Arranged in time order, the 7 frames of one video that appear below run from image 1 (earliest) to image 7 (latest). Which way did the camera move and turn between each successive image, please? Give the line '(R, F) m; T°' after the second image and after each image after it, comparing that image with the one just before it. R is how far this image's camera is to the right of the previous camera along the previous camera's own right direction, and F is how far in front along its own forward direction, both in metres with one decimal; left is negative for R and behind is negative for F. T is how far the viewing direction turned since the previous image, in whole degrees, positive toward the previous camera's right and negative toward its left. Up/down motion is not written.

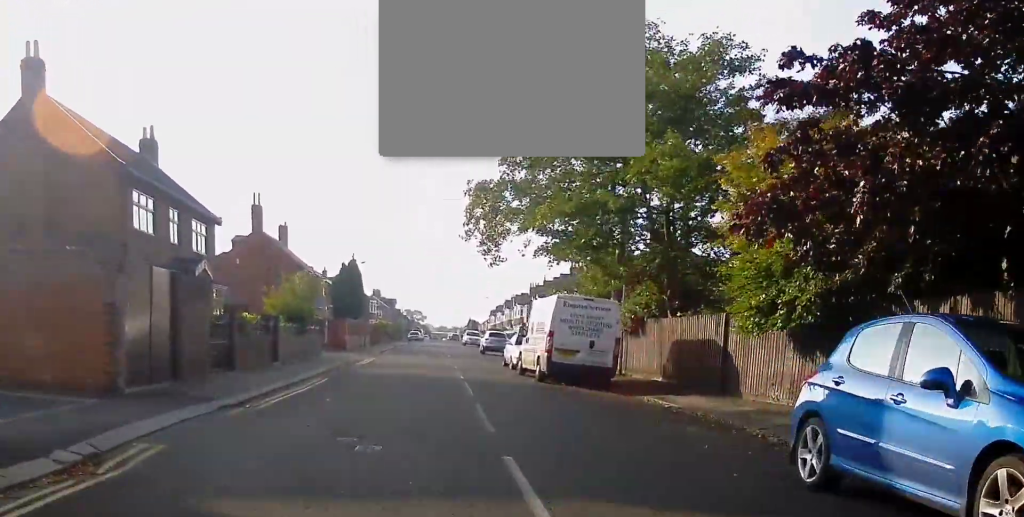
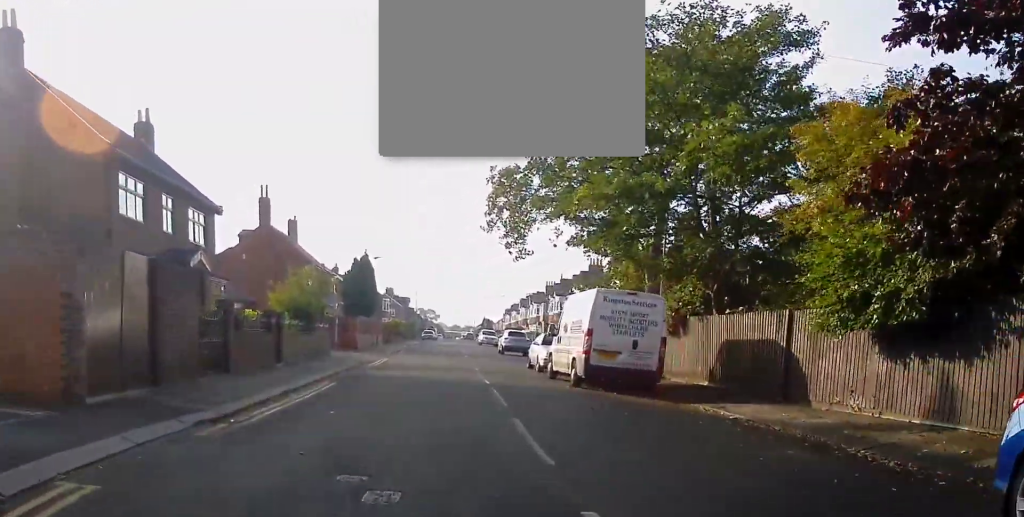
(-0.2, +2.5) m; -1°
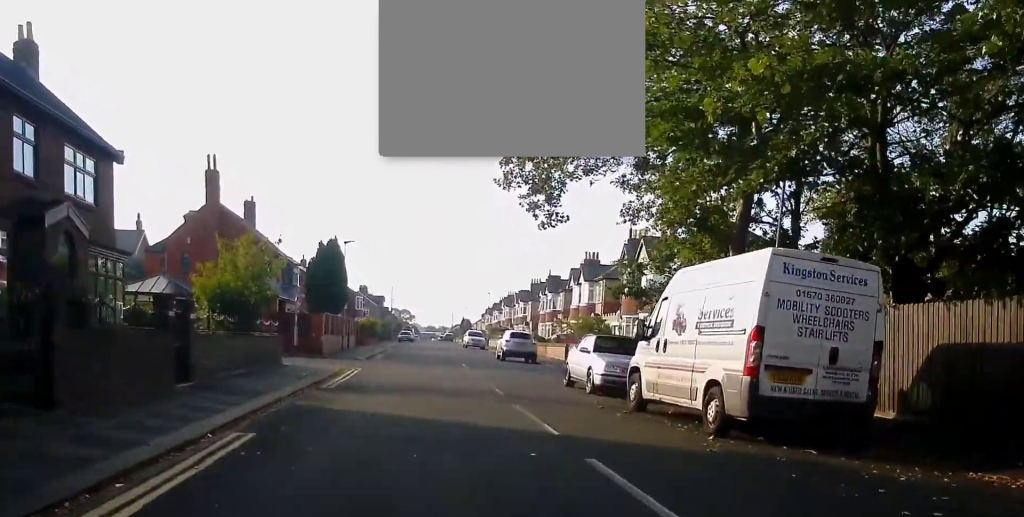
(-0.1, +9.3) m; +4°
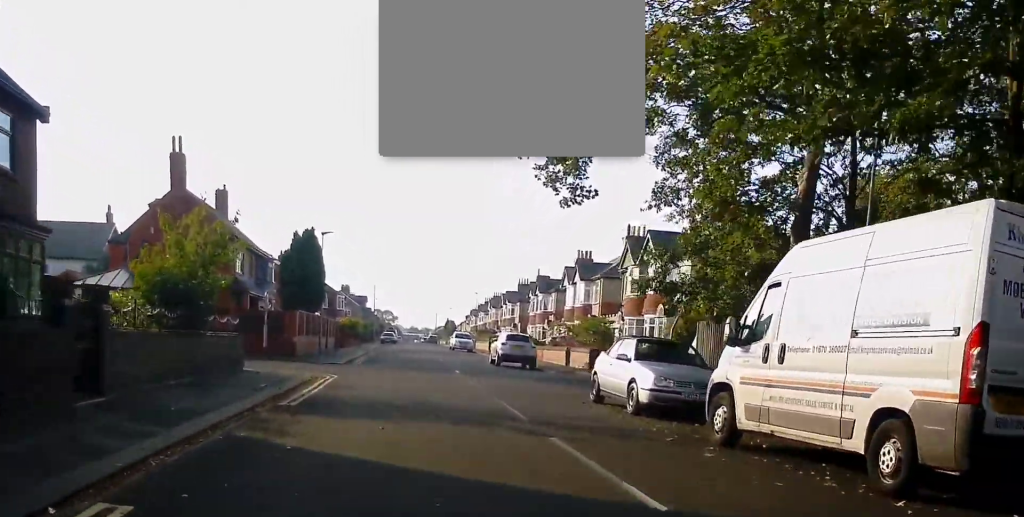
(+0.2, +4.4) m; +2°
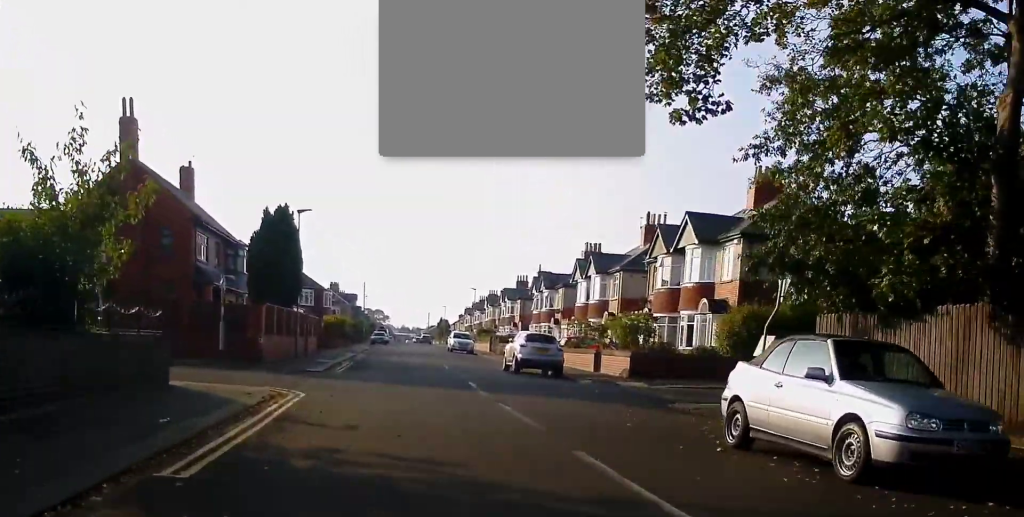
(+0.1, +7.1) m; -2°
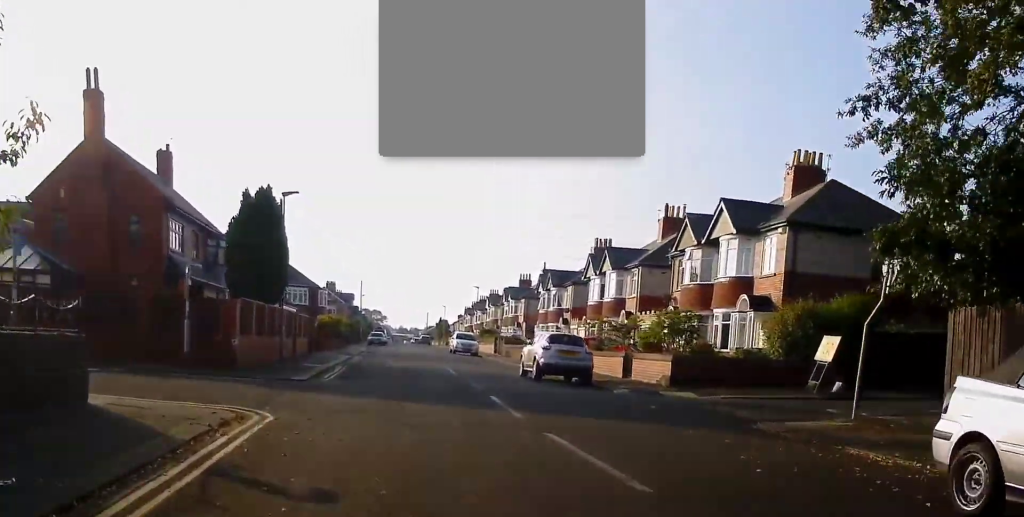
(-0.2, +4.4) m; +2°
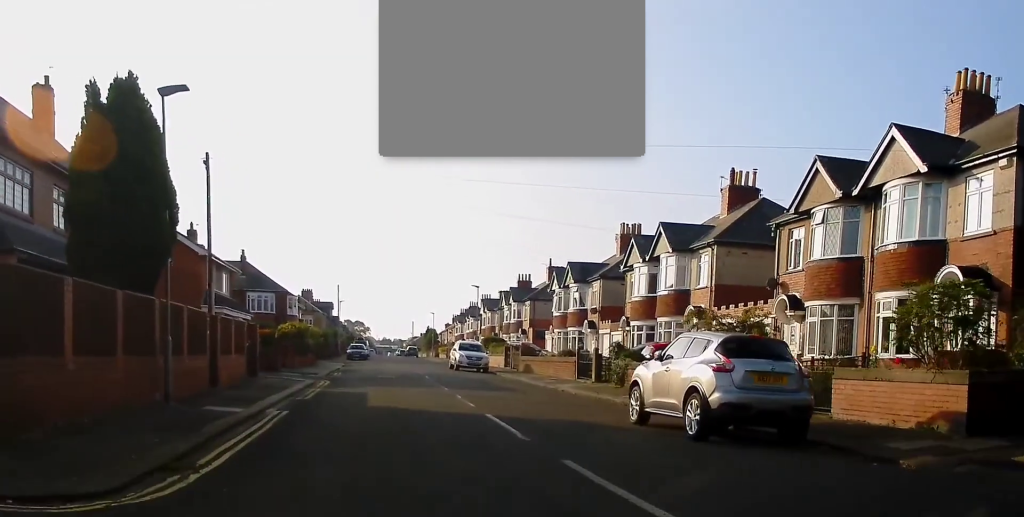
(+0.3, +13.8) m; 0°
